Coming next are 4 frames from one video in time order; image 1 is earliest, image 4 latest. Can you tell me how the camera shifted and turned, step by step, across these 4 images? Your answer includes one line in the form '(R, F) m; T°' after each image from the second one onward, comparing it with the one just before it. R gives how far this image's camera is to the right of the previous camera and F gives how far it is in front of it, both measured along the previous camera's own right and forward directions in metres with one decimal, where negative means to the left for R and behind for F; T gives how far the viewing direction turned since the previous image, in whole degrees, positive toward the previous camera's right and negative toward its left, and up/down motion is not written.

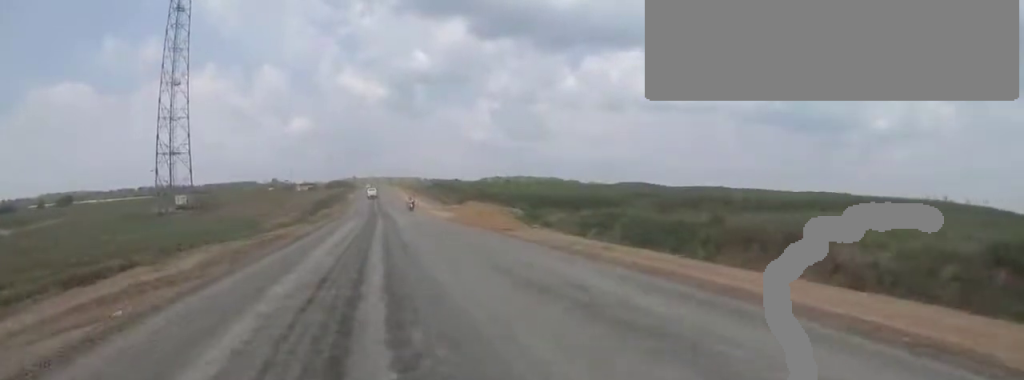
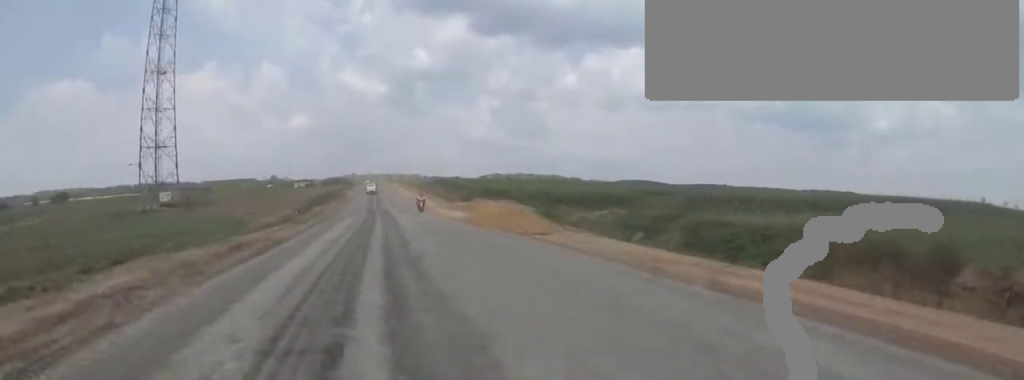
(0.0, +5.8) m; 0°
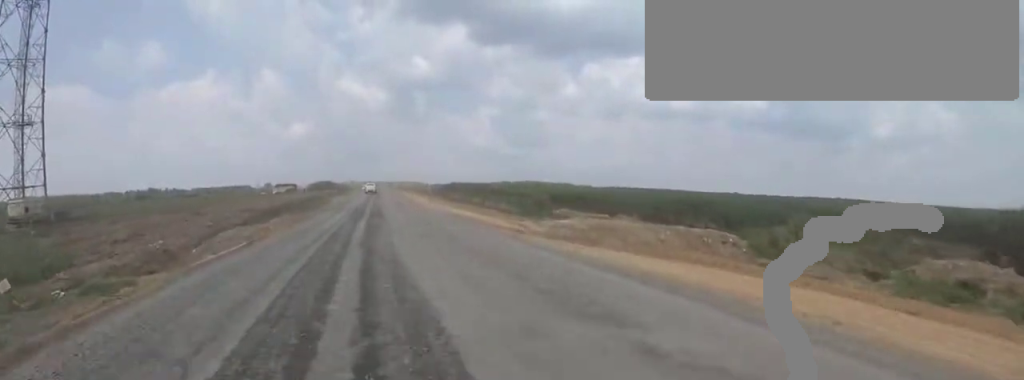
(0.0, +33.3) m; 0°
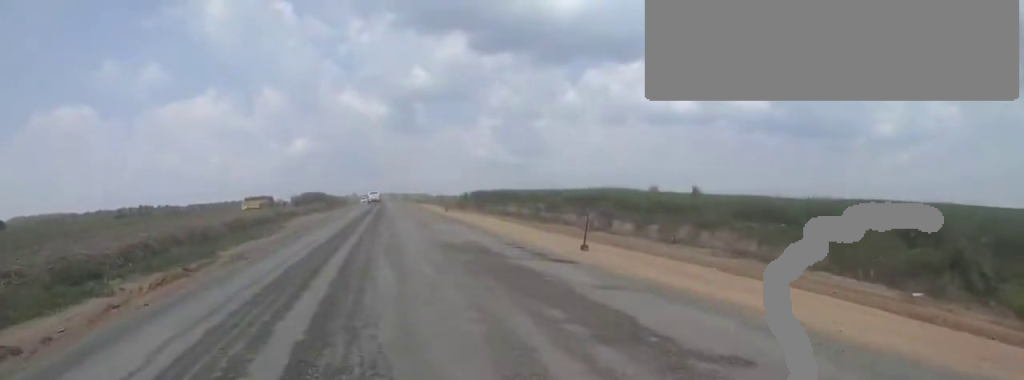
(+1.7, +33.4) m; +6°
